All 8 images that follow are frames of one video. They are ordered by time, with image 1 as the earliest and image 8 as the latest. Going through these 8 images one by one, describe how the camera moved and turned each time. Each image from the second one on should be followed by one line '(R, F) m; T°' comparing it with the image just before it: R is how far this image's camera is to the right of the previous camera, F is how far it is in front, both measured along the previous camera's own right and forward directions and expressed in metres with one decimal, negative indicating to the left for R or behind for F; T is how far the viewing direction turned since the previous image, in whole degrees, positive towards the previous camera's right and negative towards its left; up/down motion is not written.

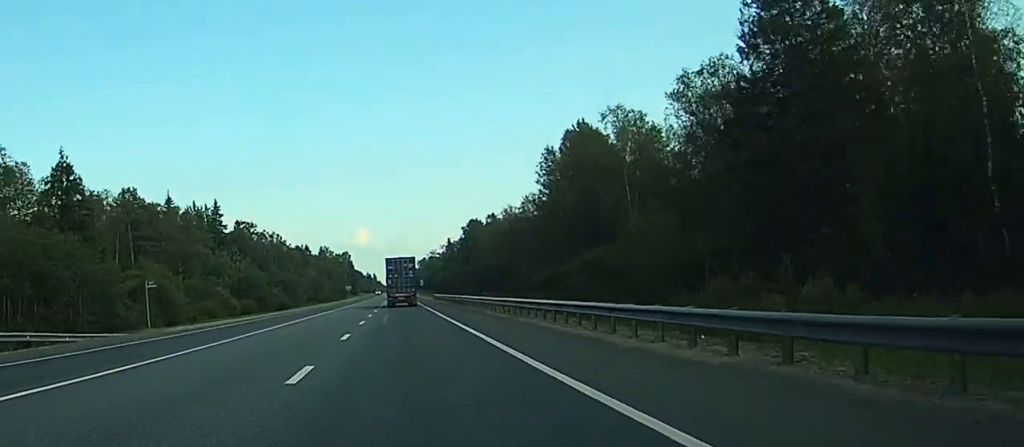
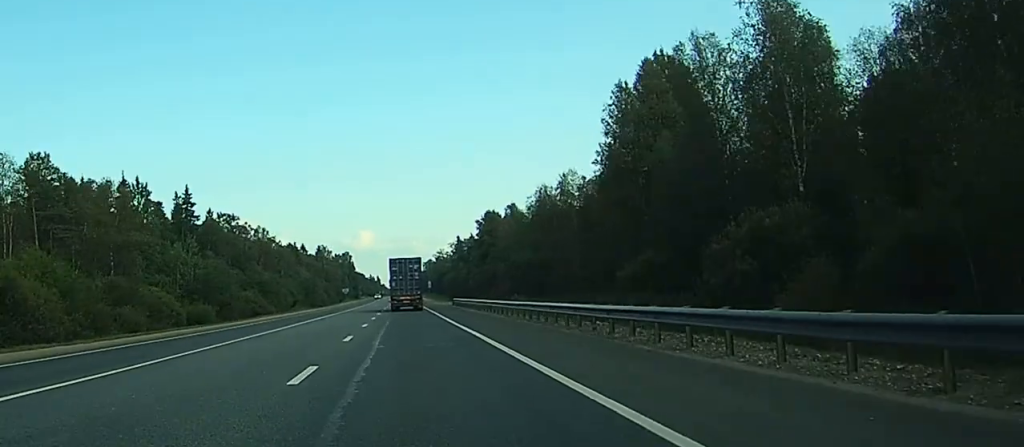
(0.0, +35.4) m; +2°
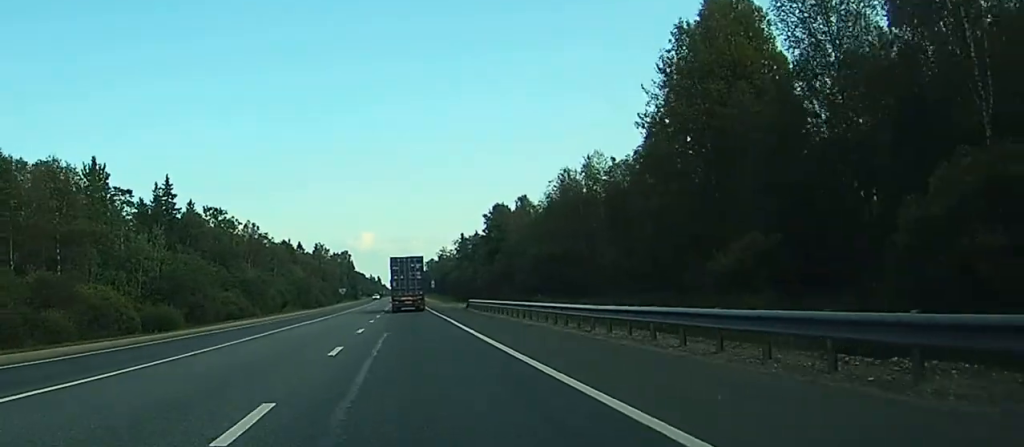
(+0.3, +17.2) m; 0°
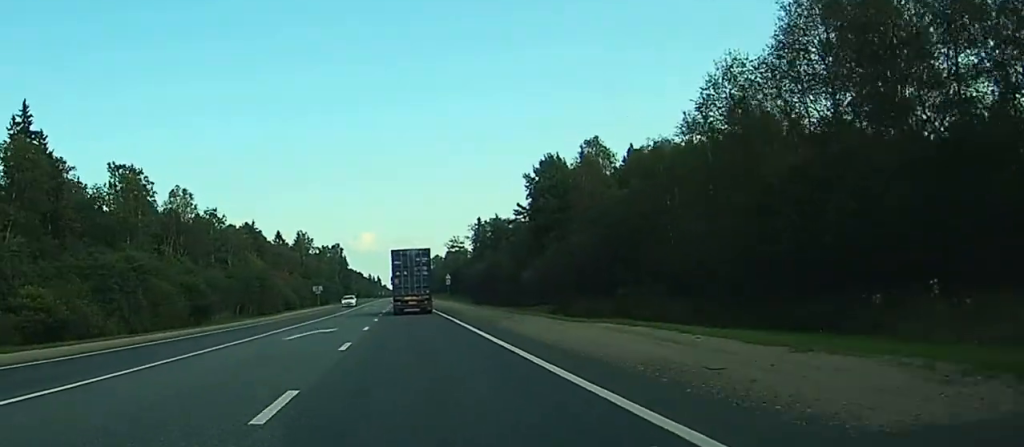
(-2.3, +70.2) m; -2°
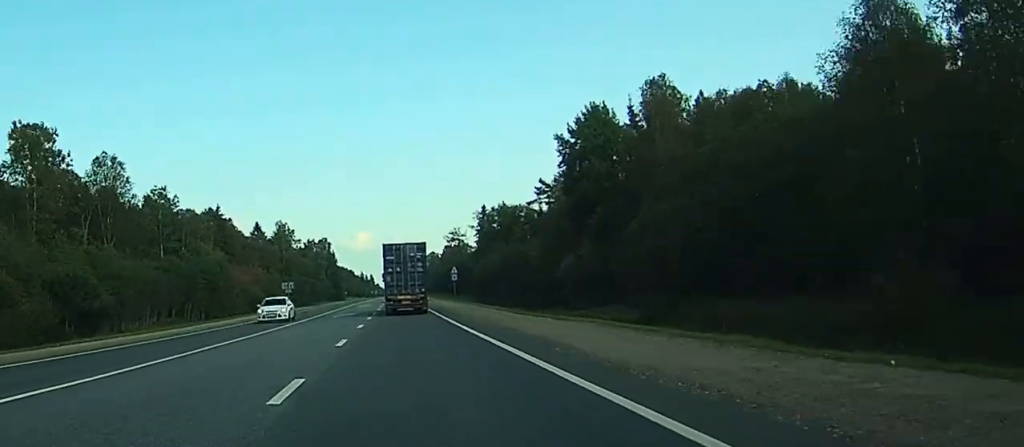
(0.0, +34.4) m; 0°
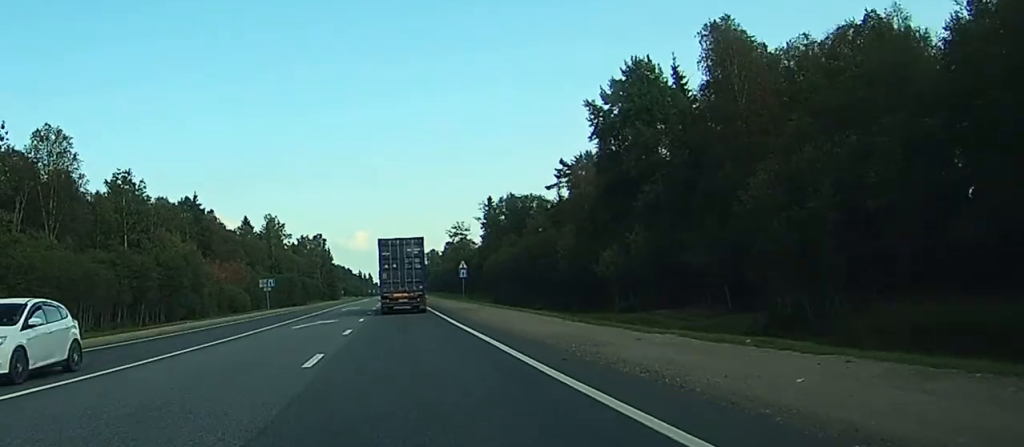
(0.0, +18.9) m; 0°
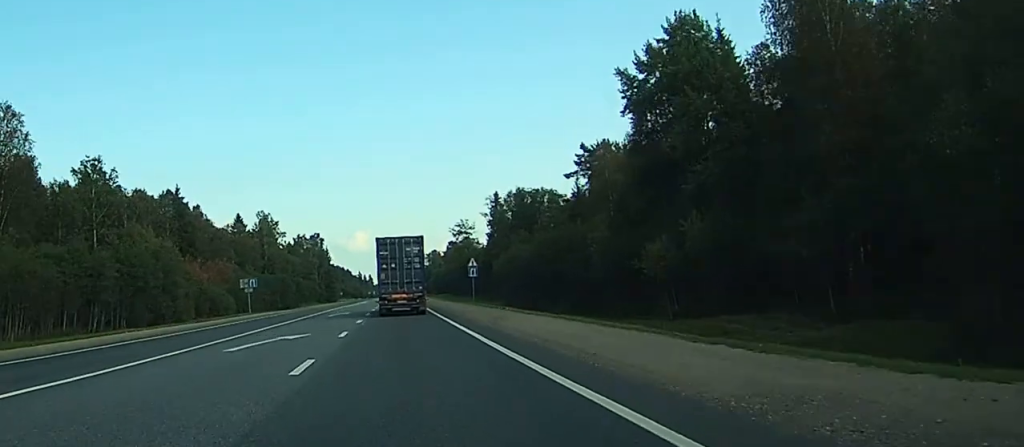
(0.0, +13.3) m; 0°
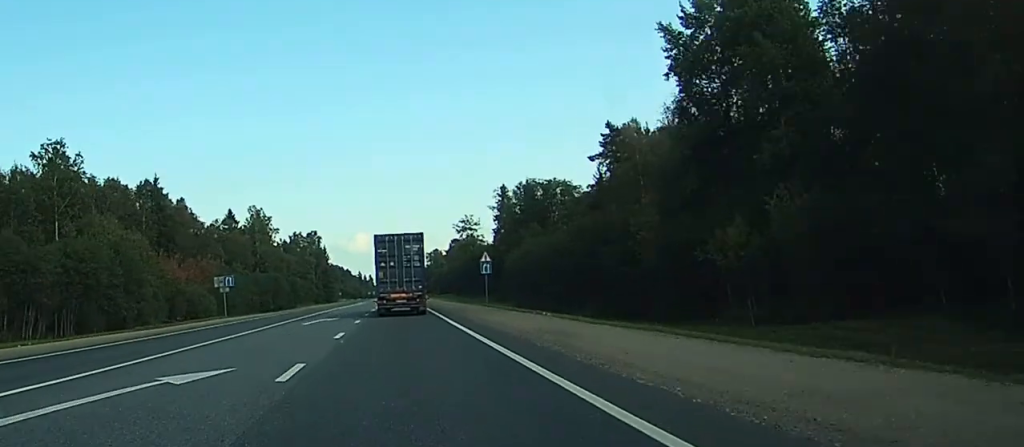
(0.0, +13.3) m; 0°
